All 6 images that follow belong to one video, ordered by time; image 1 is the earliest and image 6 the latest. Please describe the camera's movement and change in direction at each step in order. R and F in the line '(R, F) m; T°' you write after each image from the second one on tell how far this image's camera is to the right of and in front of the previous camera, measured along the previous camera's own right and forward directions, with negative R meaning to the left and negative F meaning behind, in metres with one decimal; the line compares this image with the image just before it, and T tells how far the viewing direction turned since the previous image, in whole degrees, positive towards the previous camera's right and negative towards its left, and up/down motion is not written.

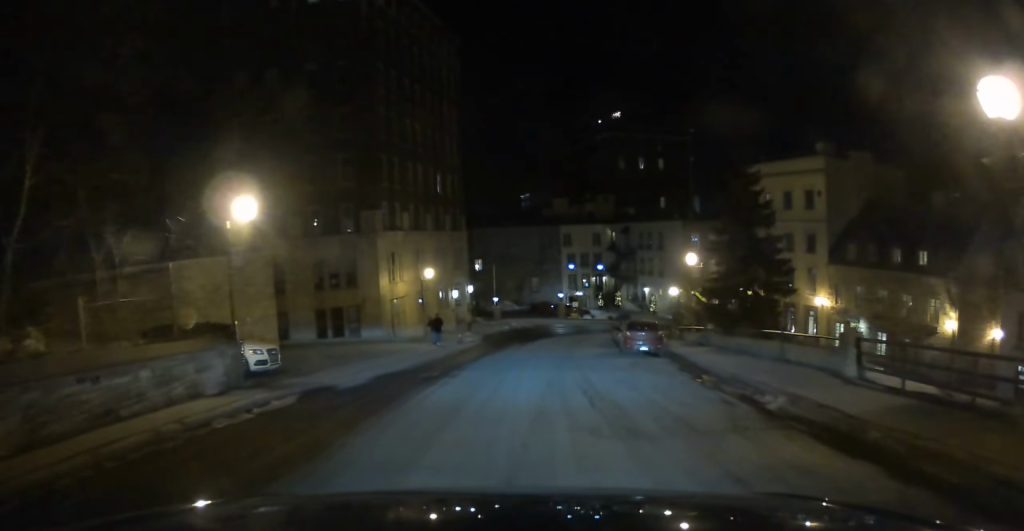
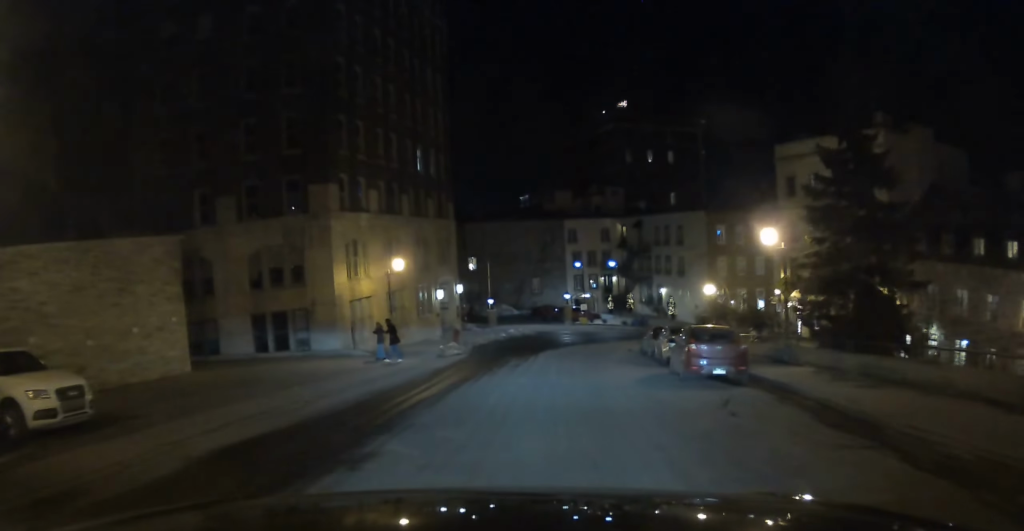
(-0.1, +9.4) m; 0°
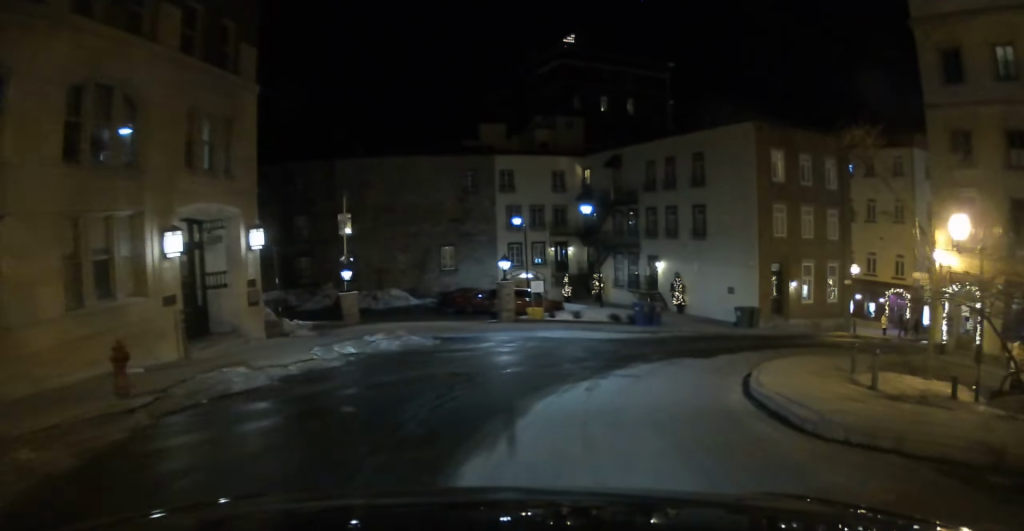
(+0.4, +28.0) m; +9°
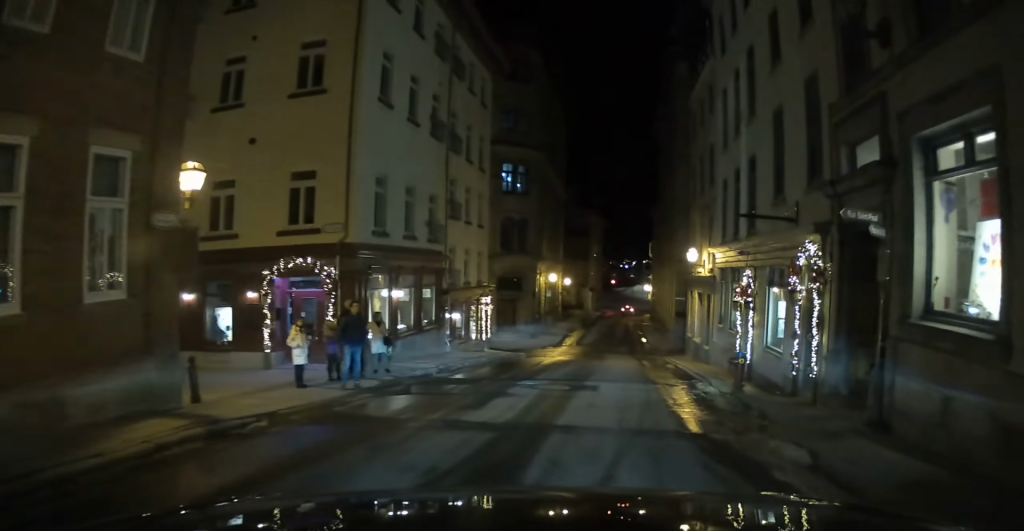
(+13.5, +29.8) m; +54°
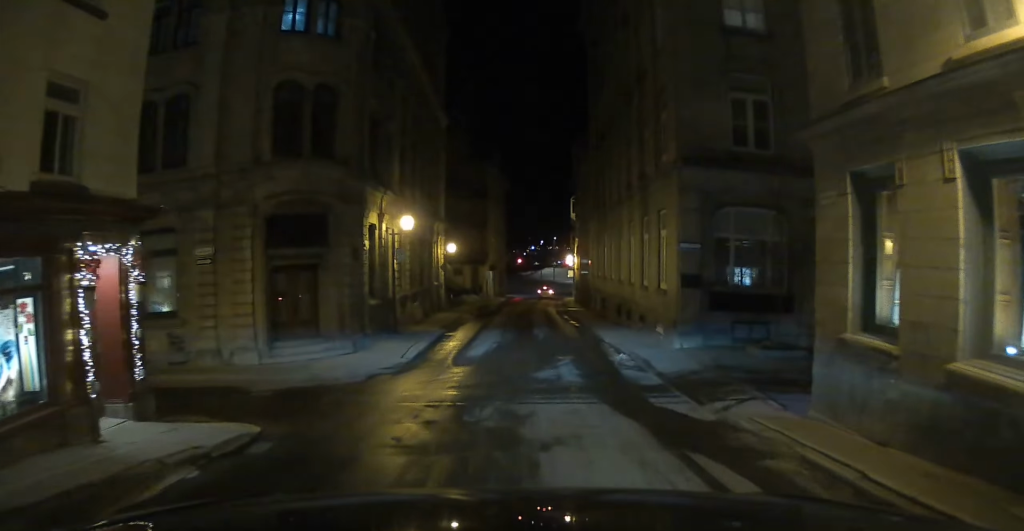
(+4.1, +24.2) m; +9°
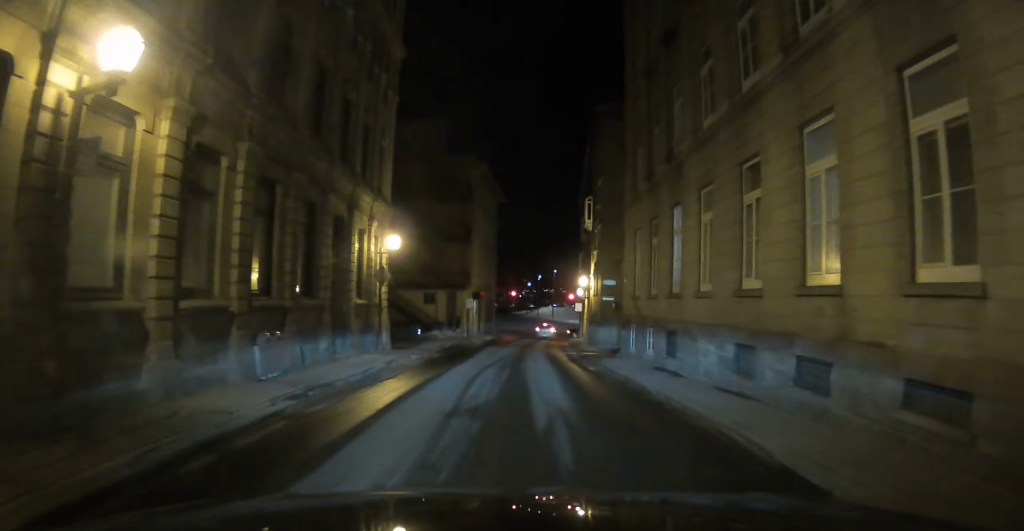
(-0.2, +17.9) m; -2°
